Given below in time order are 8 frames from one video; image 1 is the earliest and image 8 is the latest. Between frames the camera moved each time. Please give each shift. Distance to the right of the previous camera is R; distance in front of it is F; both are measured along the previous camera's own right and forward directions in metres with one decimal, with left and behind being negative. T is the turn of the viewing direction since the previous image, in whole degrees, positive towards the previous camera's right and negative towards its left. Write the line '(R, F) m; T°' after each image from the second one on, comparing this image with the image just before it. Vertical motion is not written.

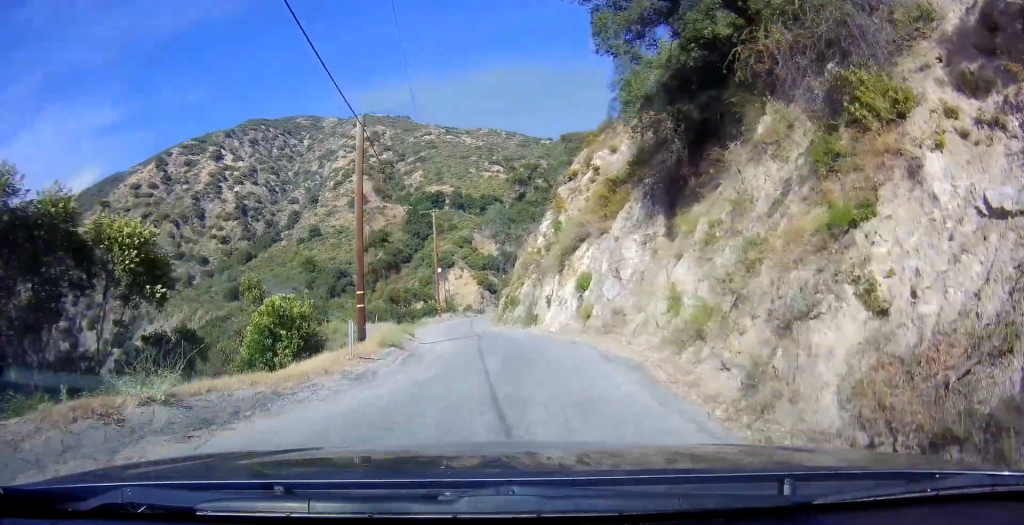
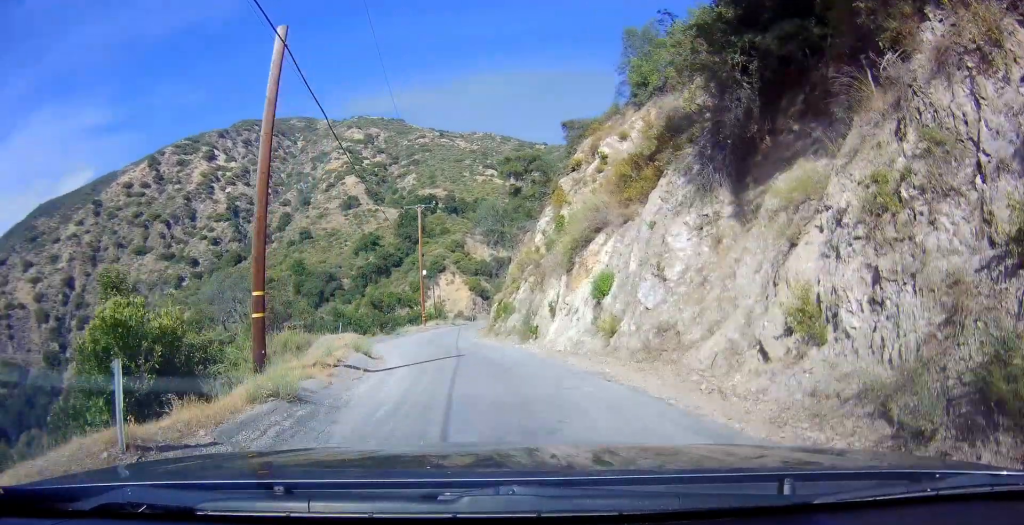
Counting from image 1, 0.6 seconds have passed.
(+0.1, +6.3) m; +1°
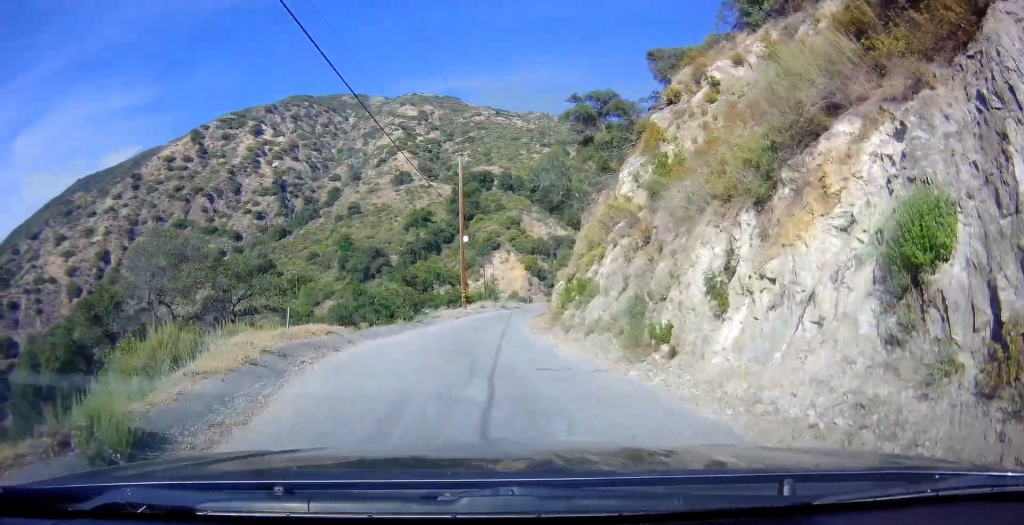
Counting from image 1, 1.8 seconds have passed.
(+0.3, +12.8) m; +2°
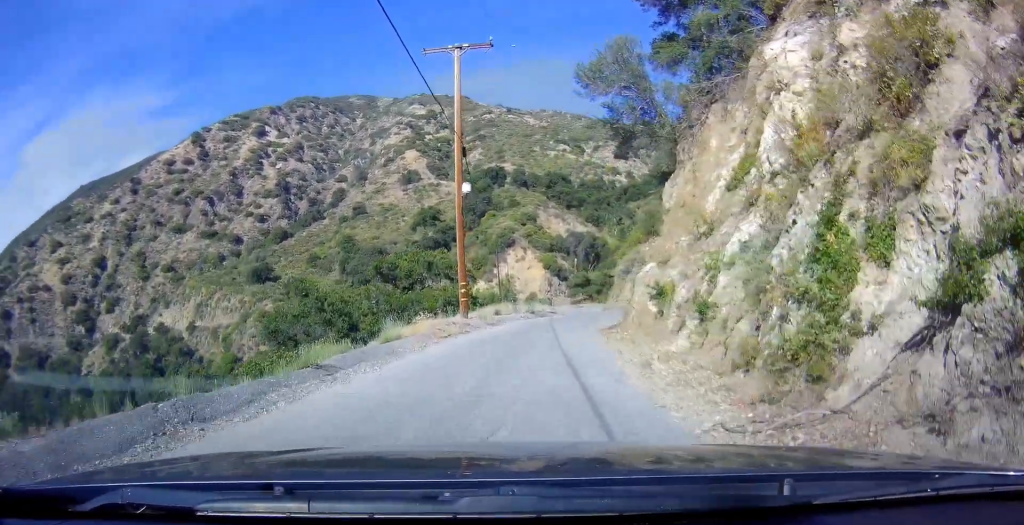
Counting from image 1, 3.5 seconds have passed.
(+0.1, +19.3) m; +1°
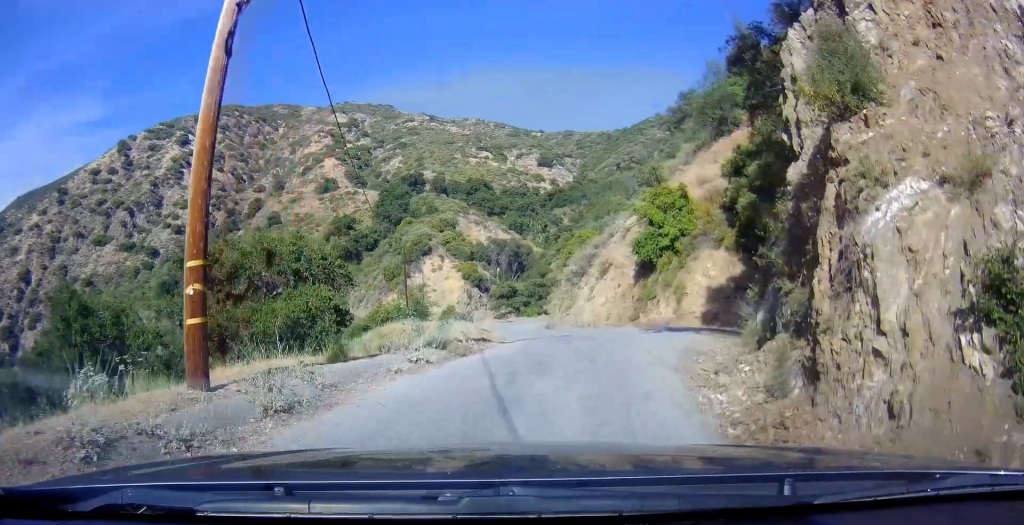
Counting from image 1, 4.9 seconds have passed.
(+0.5, +16.7) m; +6°
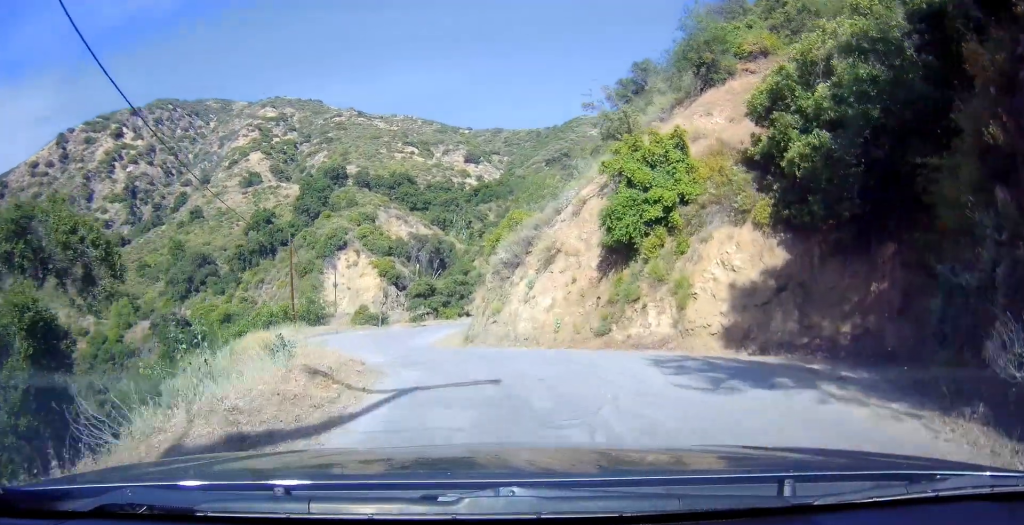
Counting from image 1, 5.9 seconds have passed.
(+0.6, +12.1) m; +3°
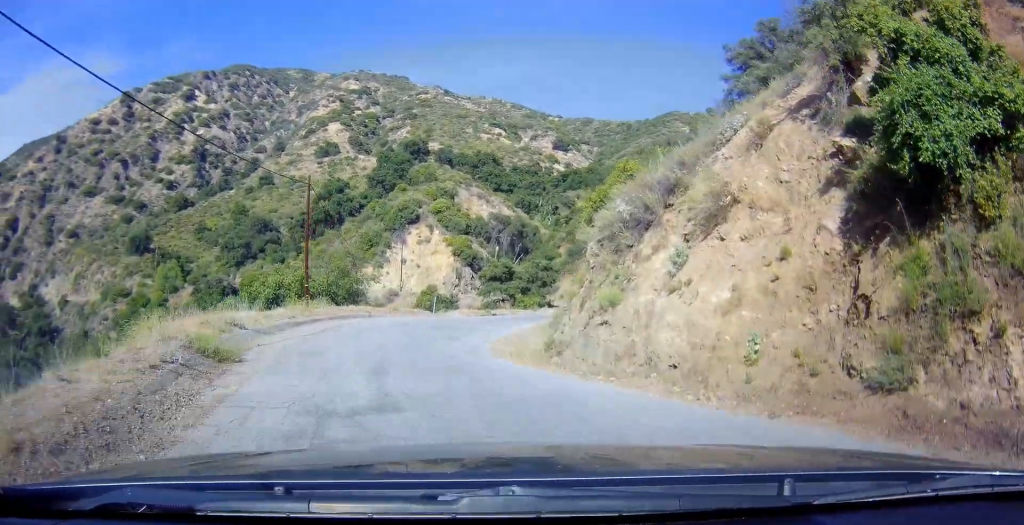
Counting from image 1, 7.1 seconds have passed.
(-0.1, +13.0) m; -4°
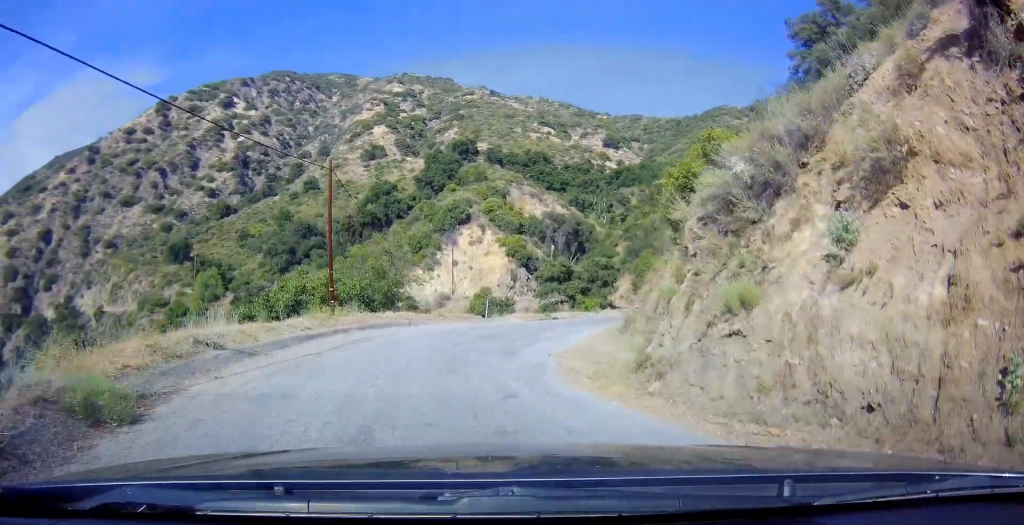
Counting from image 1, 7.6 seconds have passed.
(-0.4, +5.0) m; -2°
